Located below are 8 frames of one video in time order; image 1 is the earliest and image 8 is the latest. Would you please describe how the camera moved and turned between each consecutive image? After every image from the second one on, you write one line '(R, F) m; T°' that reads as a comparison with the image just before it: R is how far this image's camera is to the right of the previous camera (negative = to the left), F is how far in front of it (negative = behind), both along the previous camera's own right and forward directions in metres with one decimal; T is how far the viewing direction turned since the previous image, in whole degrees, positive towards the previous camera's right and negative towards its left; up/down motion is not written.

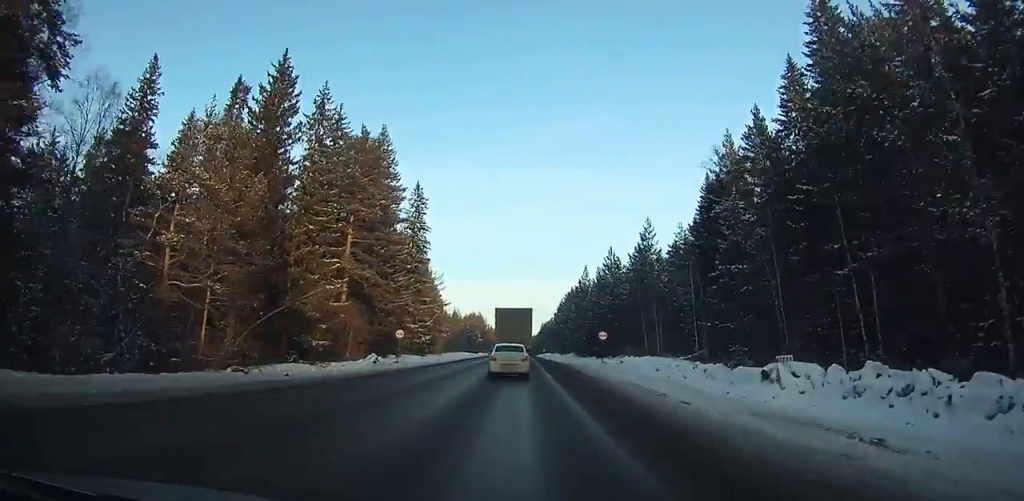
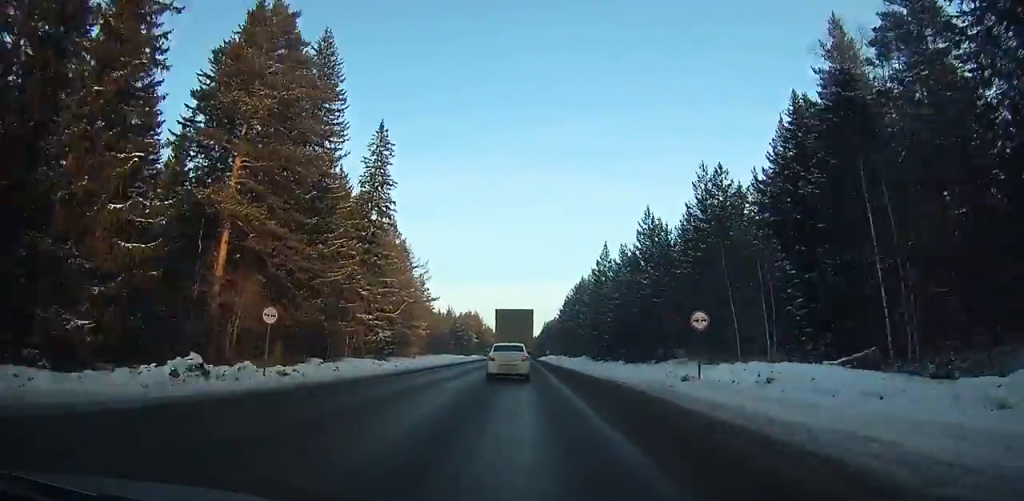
(-0.2, +24.1) m; 0°
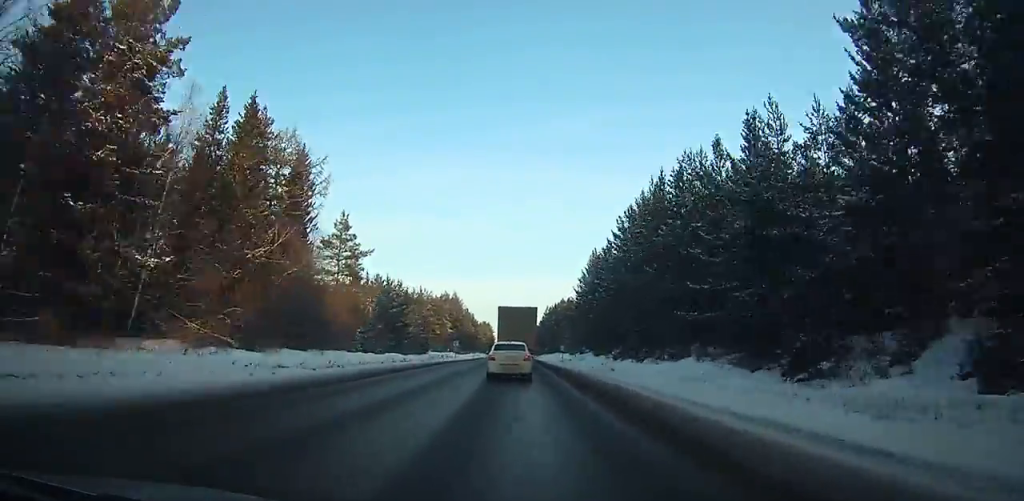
(+0.6, +63.6) m; +1°
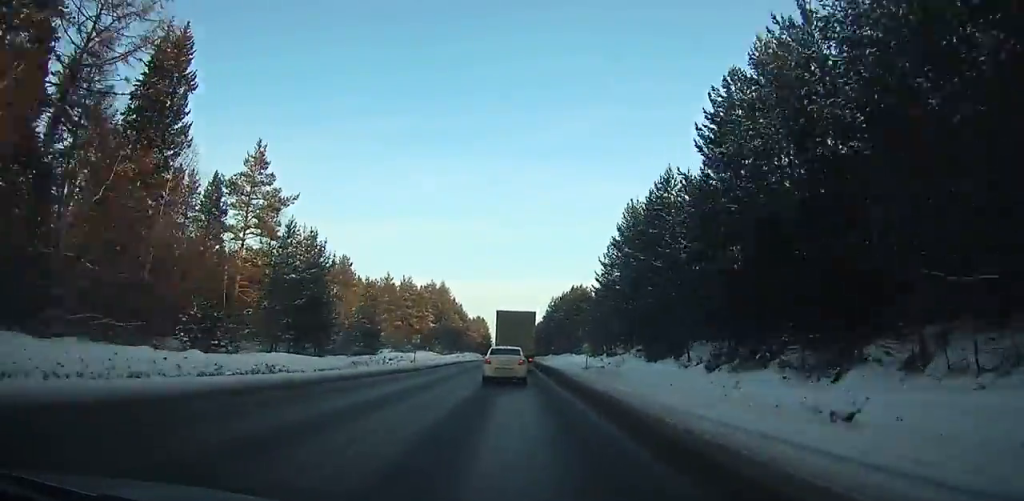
(0.0, +29.7) m; 0°
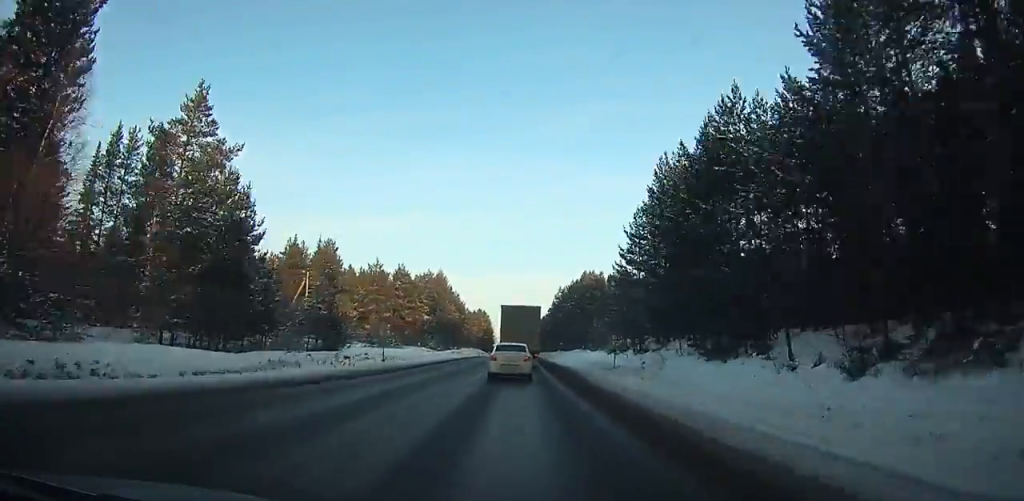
(0.0, +12.2) m; 0°
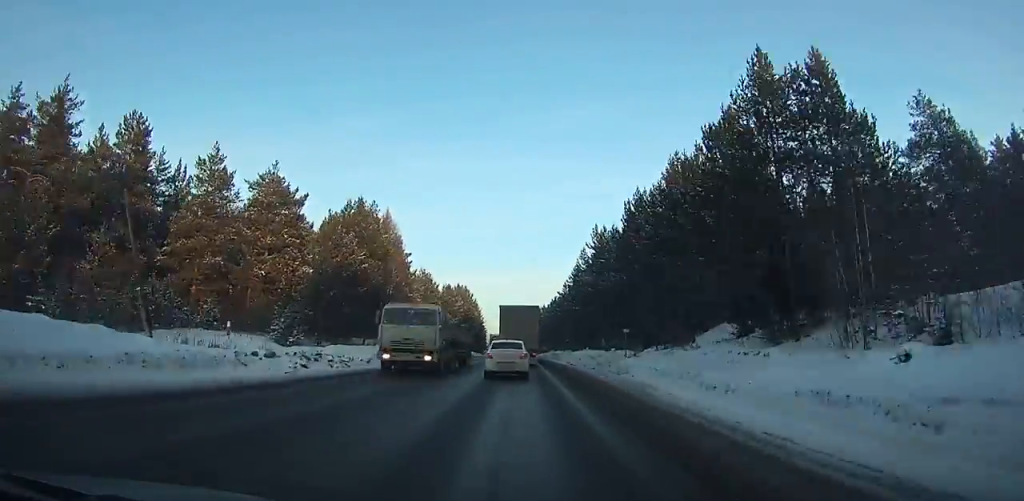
(-0.3, +58.9) m; 0°
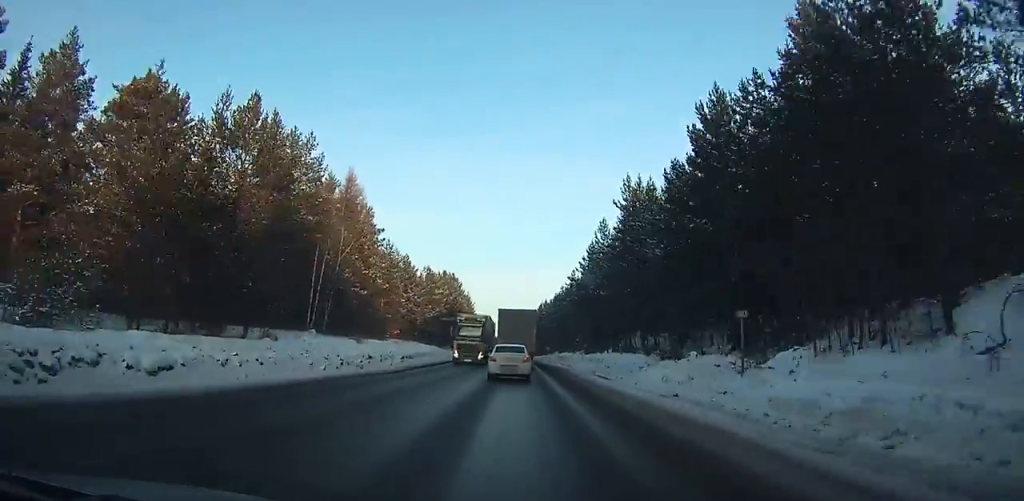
(+0.1, +20.7) m; 0°
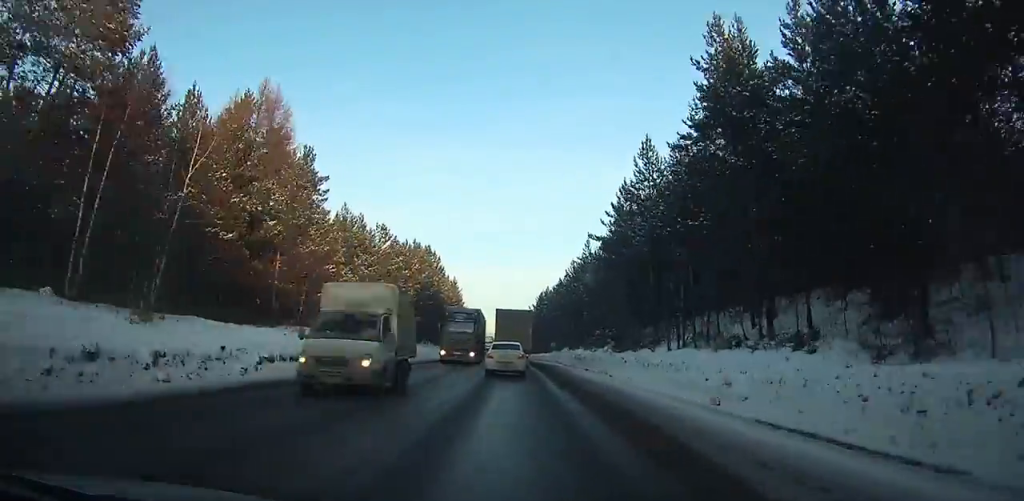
(+0.1, +25.8) m; 0°
